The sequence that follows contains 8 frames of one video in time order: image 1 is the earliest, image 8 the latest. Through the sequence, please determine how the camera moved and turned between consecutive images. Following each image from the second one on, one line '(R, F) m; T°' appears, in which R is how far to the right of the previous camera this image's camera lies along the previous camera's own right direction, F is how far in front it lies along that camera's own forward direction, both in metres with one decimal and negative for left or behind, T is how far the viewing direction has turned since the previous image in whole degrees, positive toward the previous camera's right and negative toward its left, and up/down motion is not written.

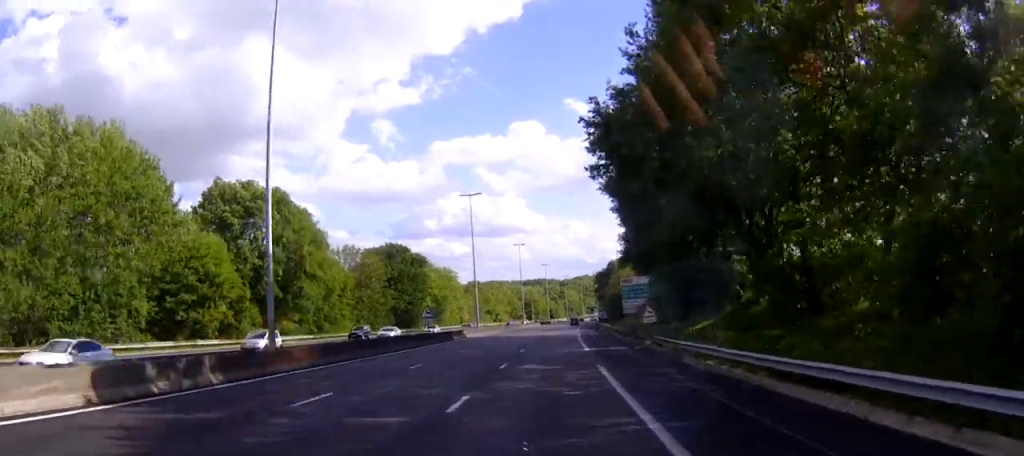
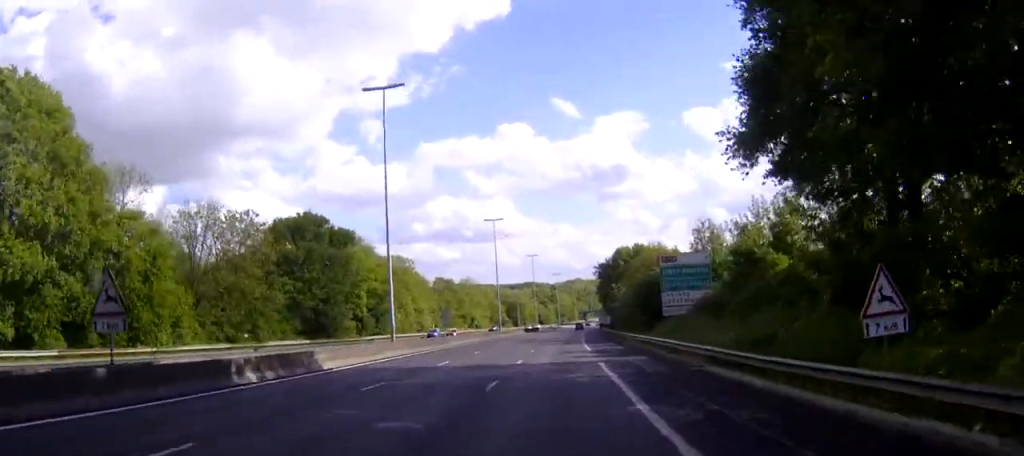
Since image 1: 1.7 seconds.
(+0.4, +46.2) m; +1°
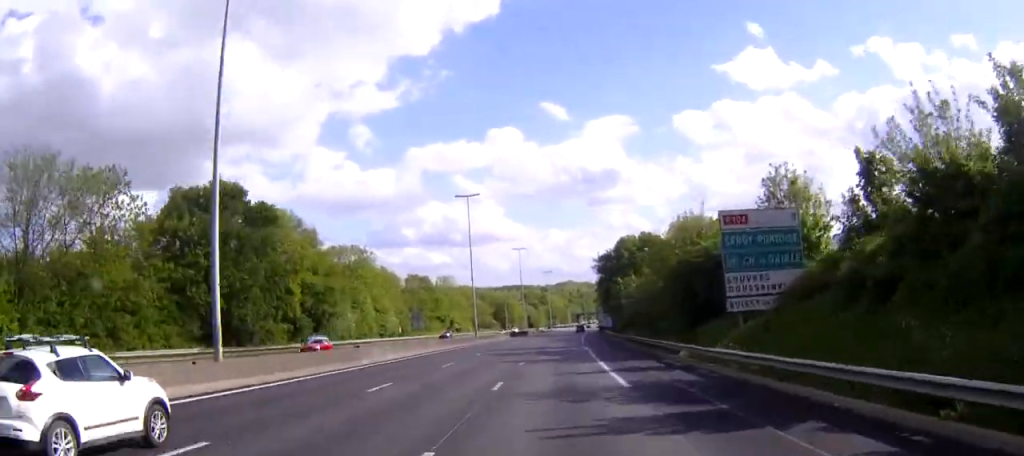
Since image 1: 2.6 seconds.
(0.0, +25.5) m; +1°
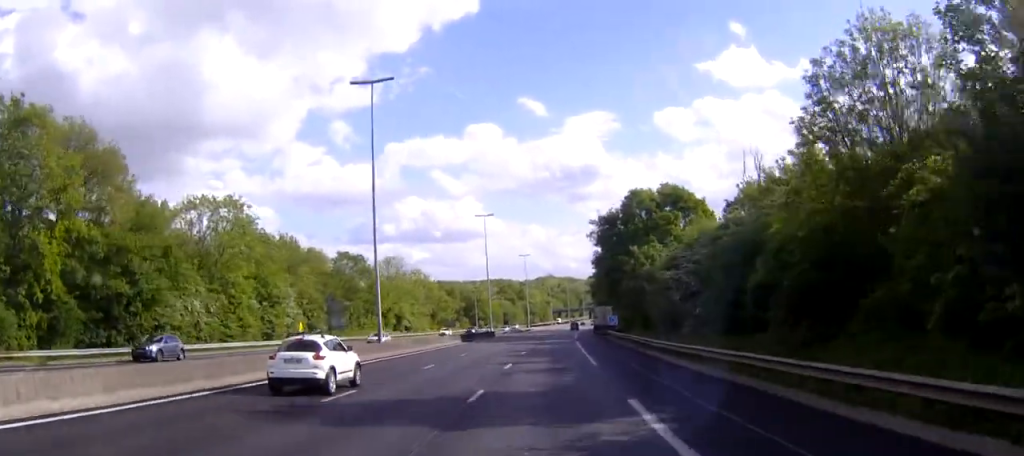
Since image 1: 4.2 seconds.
(+0.6, +42.1) m; +1°
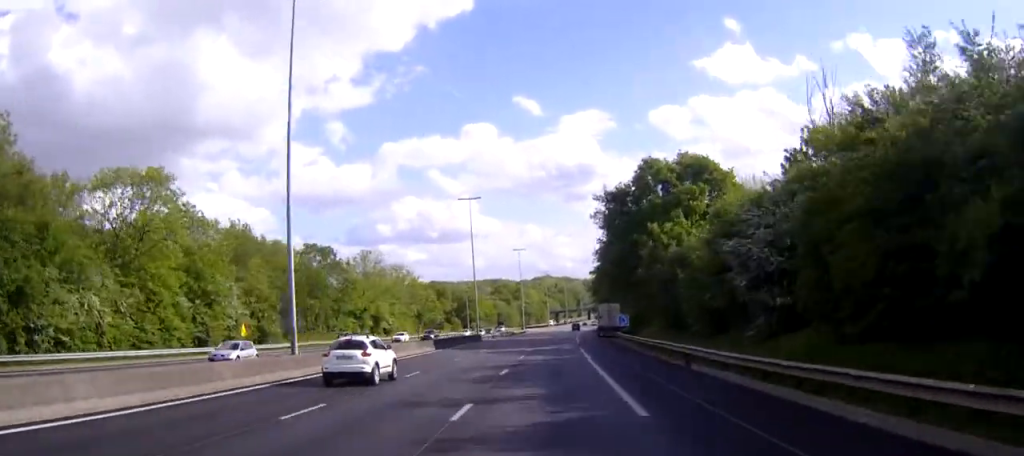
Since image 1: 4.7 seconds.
(0.0, +15.7) m; 0°
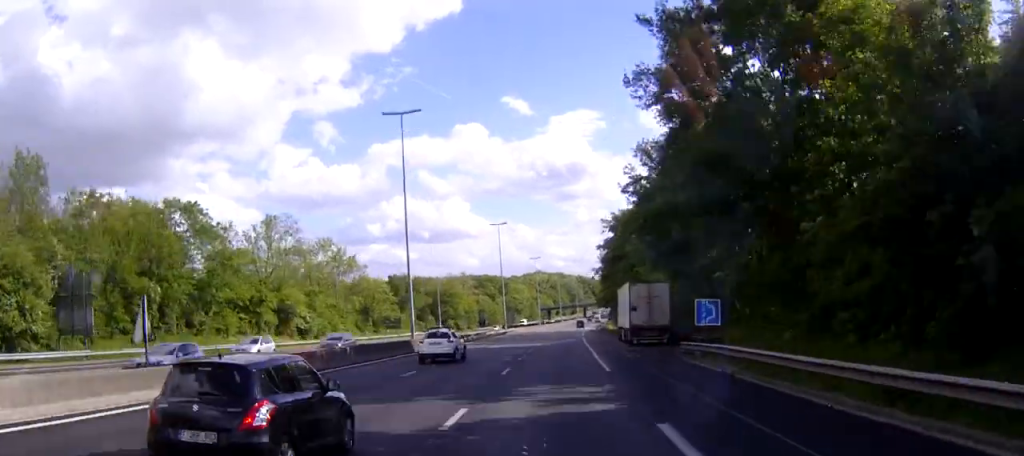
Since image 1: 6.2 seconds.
(+0.3, +40.7) m; +1°
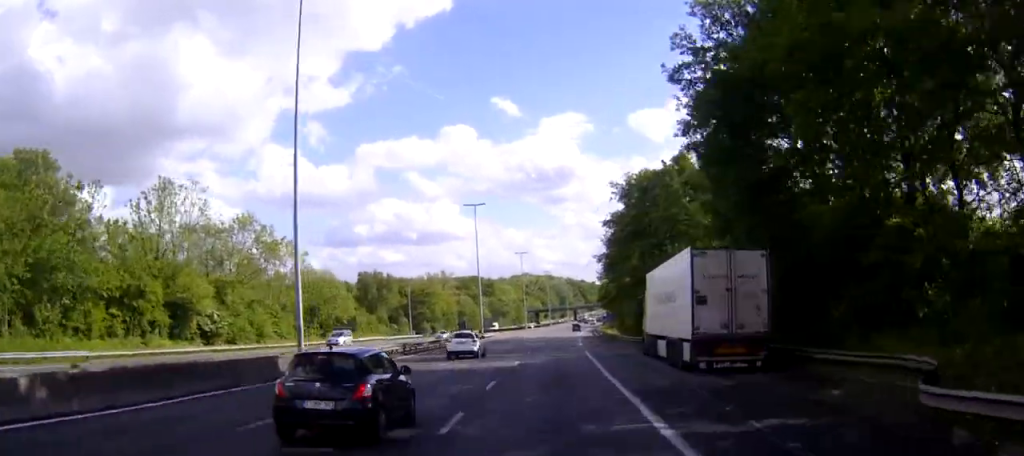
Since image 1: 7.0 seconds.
(+0.1, +23.1) m; +1°
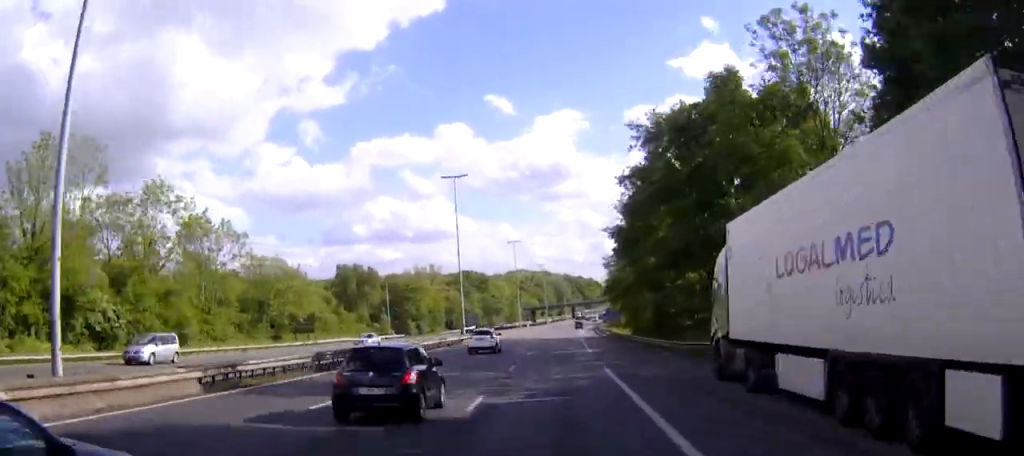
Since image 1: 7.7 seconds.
(+0.1, +17.5) m; +1°
